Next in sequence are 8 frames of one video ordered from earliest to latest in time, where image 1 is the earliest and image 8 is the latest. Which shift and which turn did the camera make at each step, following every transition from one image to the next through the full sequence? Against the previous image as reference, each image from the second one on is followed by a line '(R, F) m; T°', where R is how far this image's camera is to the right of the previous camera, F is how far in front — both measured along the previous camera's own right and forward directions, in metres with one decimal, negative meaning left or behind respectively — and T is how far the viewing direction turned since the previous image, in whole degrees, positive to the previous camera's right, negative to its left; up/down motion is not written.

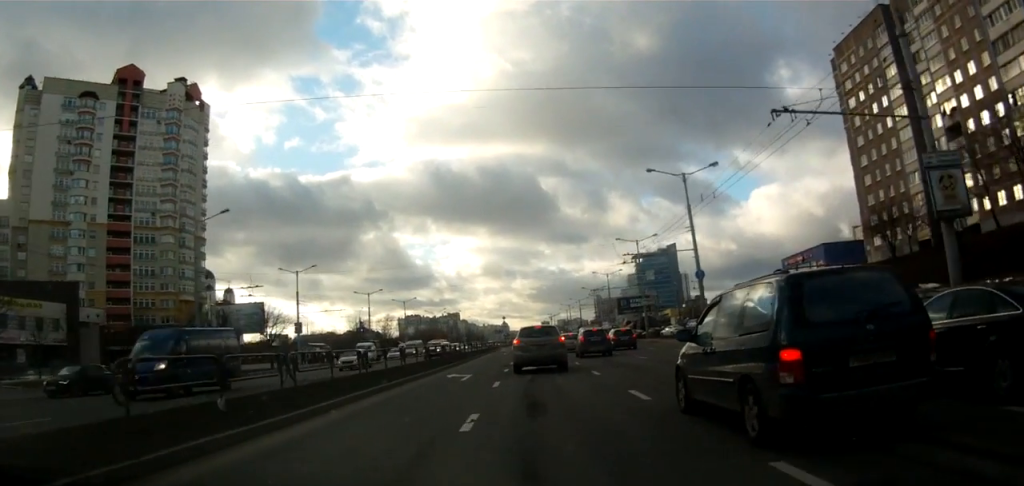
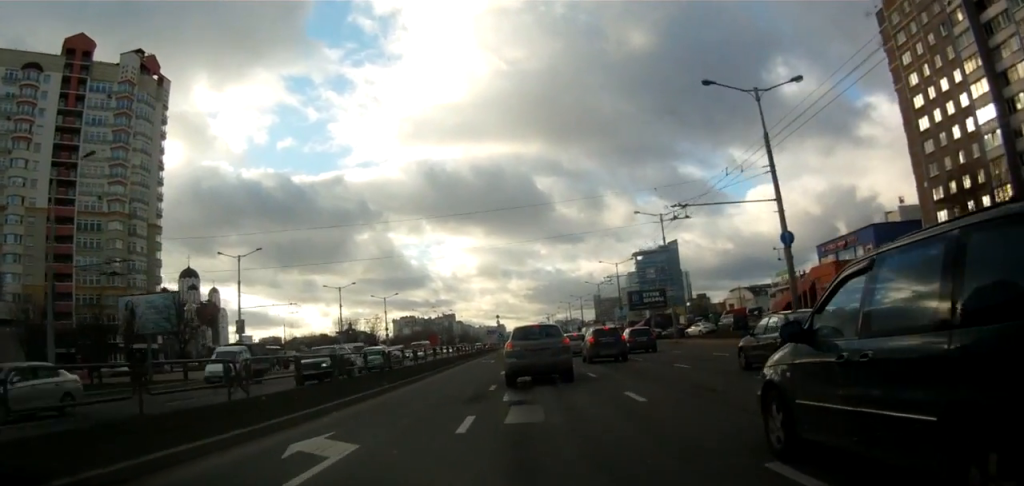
(-0.1, +15.9) m; 0°
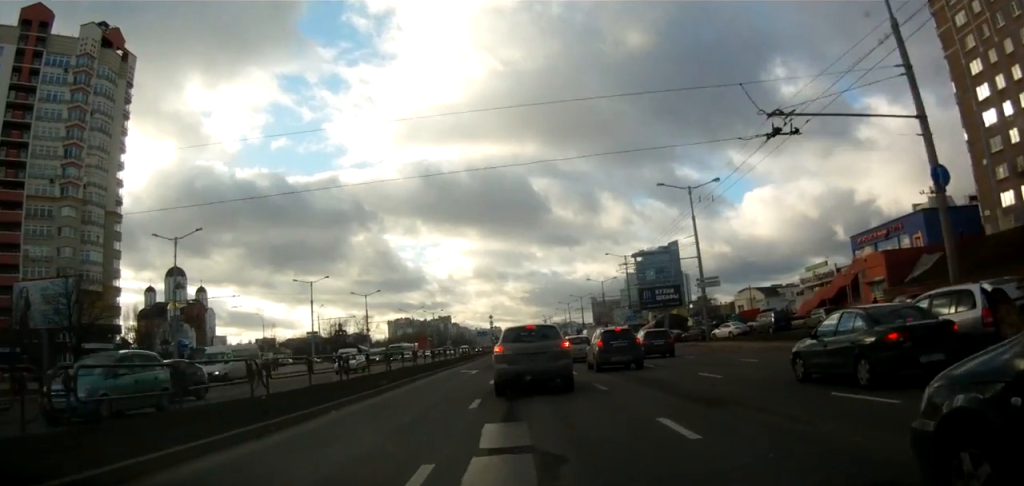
(+0.3, +13.1) m; +2°
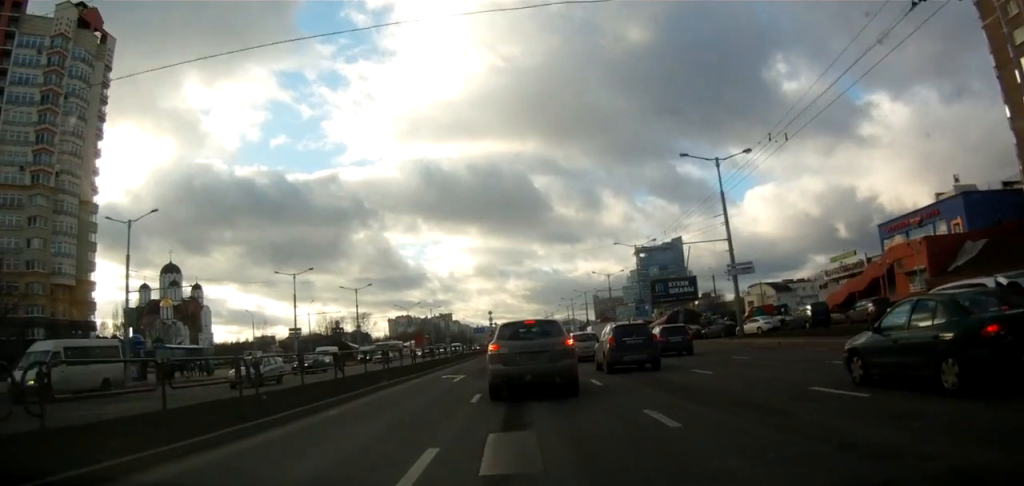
(+0.1, +7.1) m; 0°
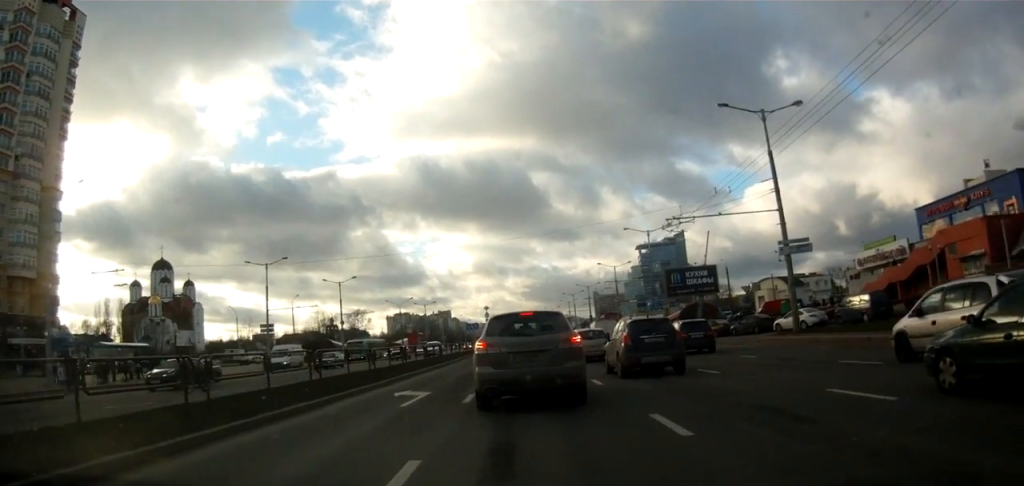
(0.0, +8.6) m; -1°
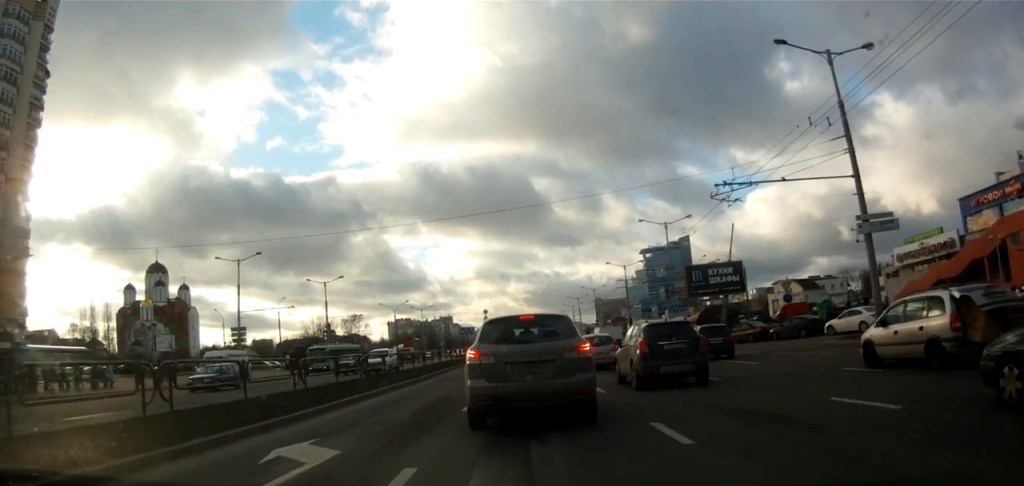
(-0.1, +8.2) m; +2°
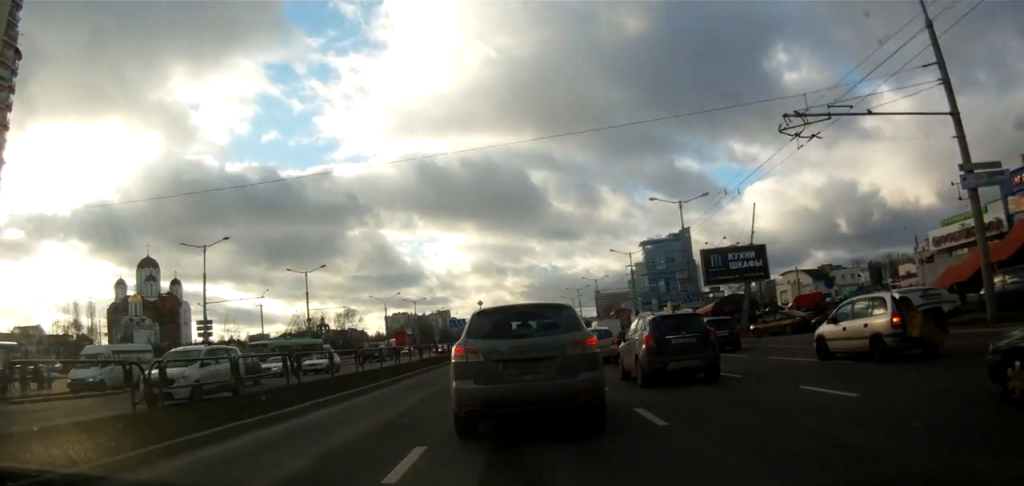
(+0.4, +7.1) m; 0°
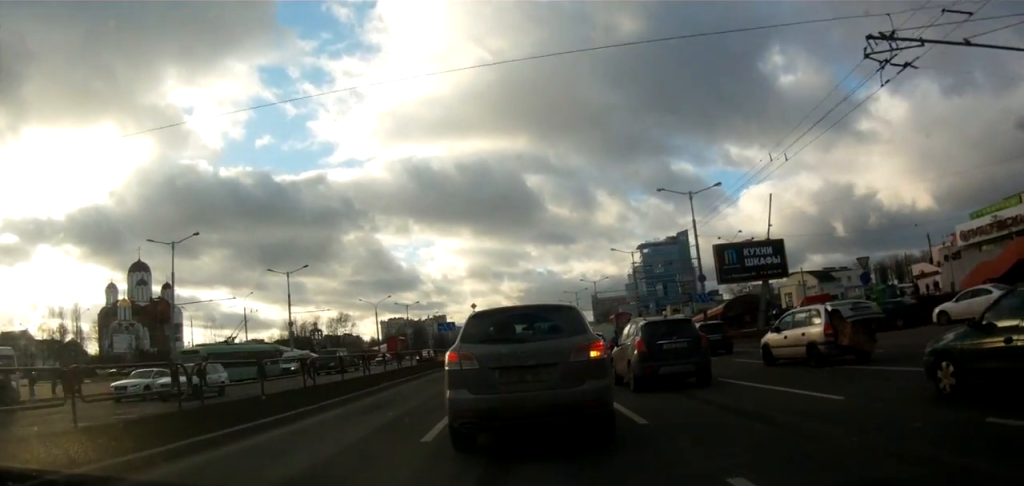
(-0.2, +5.2) m; 0°
